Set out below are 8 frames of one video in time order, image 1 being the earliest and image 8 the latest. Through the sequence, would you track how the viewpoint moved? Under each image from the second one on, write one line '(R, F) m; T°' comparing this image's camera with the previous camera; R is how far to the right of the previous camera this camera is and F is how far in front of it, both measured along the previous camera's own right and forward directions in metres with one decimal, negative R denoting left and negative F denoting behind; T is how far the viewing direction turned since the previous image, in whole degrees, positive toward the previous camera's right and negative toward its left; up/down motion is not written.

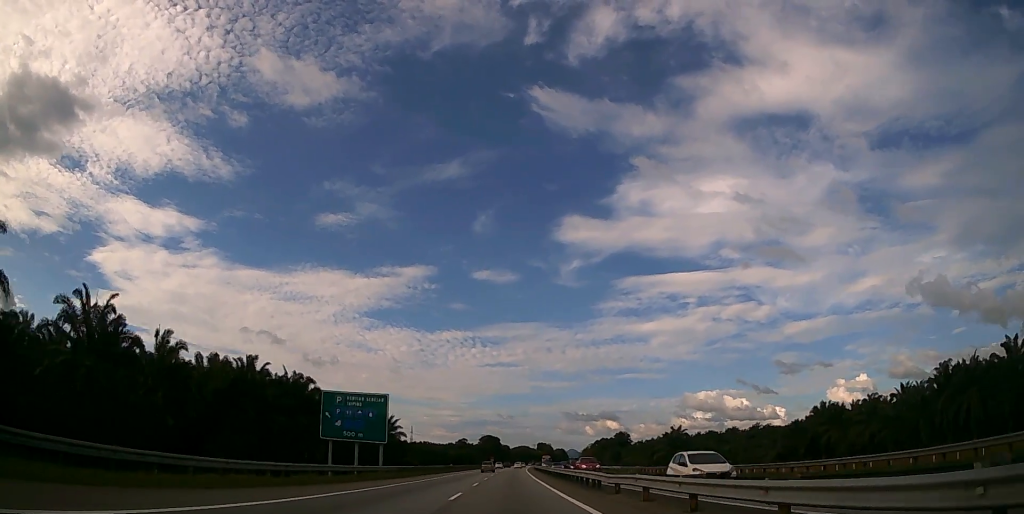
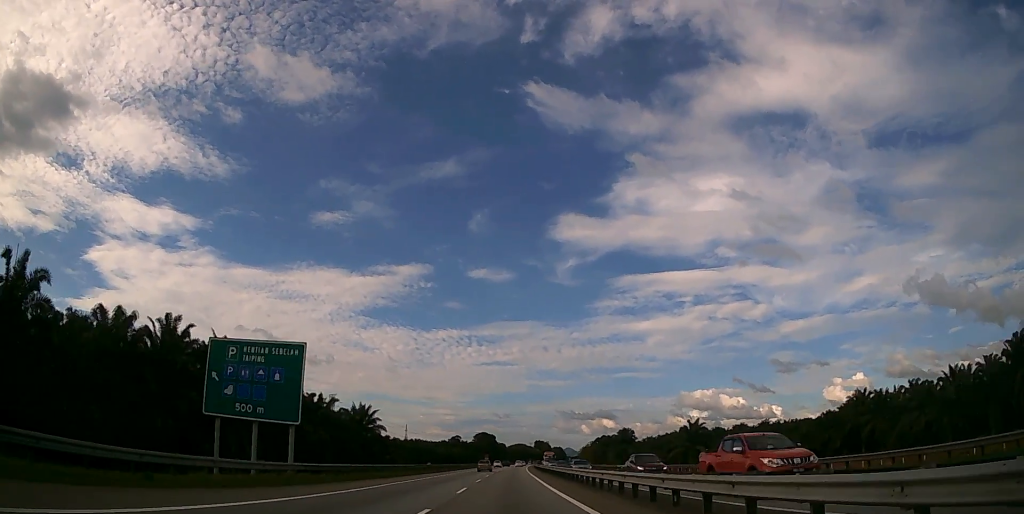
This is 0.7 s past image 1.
(+0.1, +20.9) m; +1°
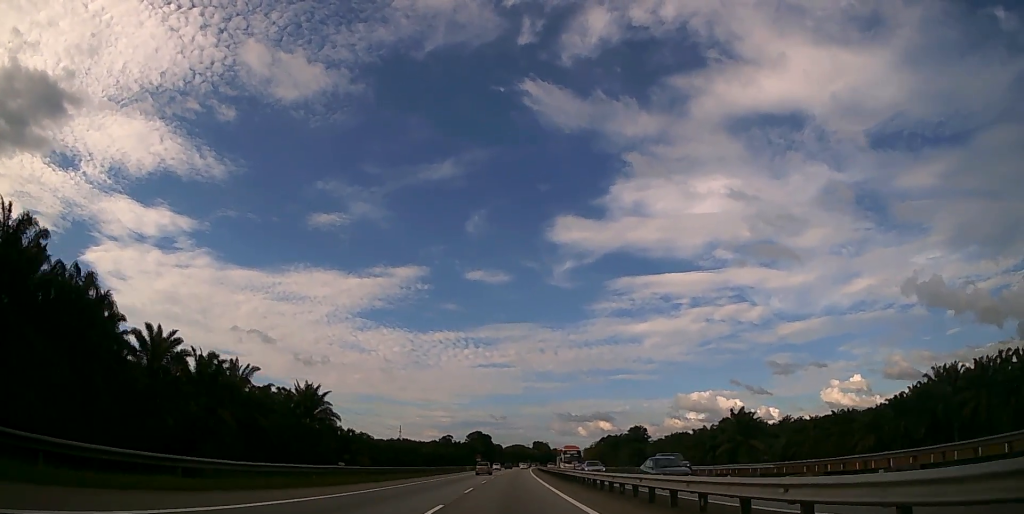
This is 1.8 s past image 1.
(+0.2, +34.2) m; +1°
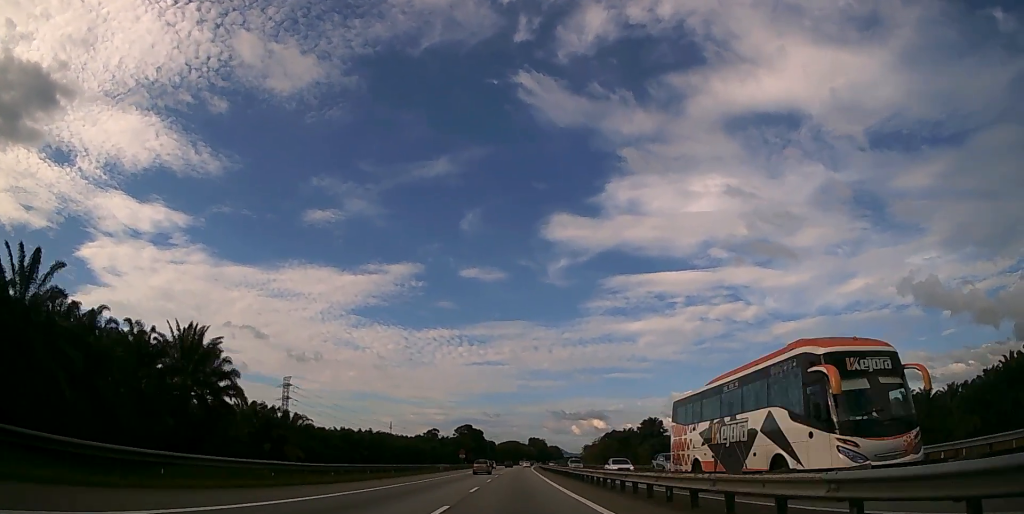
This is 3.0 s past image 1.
(+0.1, +37.4) m; 0°
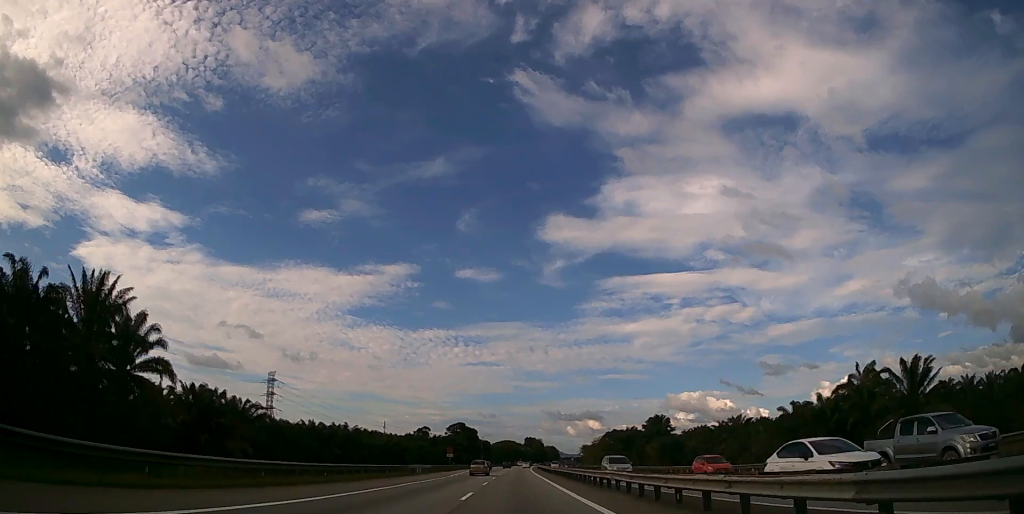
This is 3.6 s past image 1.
(0.0, +16.8) m; 0°
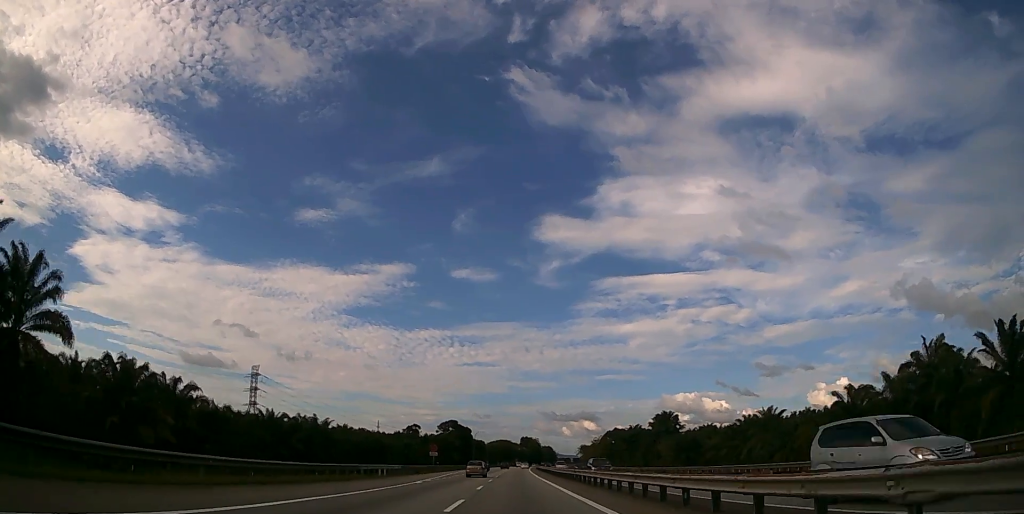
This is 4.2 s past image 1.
(+0.1, +16.6) m; 0°
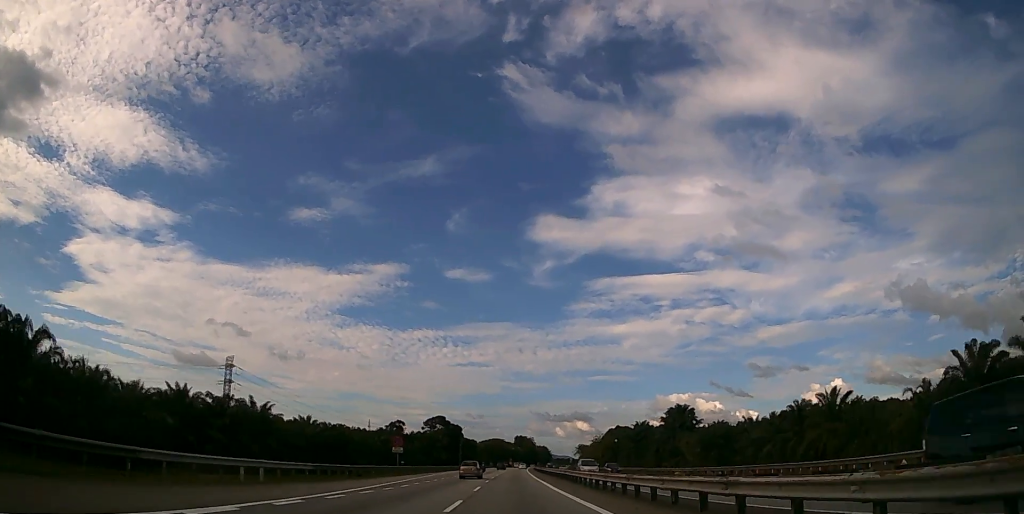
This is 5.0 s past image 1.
(+0.1, +23.5) m; +1°
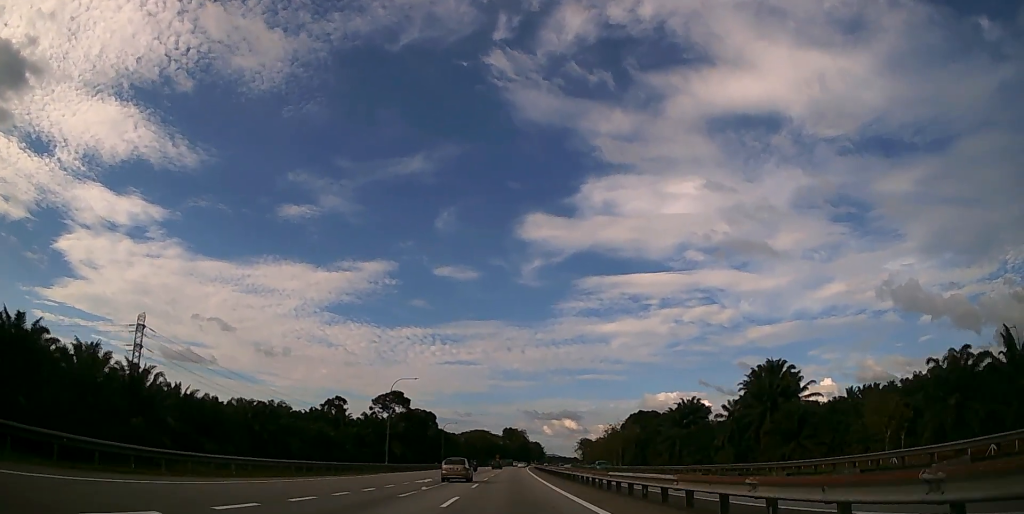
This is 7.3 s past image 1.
(+1.1, +69.6) m; +2°
